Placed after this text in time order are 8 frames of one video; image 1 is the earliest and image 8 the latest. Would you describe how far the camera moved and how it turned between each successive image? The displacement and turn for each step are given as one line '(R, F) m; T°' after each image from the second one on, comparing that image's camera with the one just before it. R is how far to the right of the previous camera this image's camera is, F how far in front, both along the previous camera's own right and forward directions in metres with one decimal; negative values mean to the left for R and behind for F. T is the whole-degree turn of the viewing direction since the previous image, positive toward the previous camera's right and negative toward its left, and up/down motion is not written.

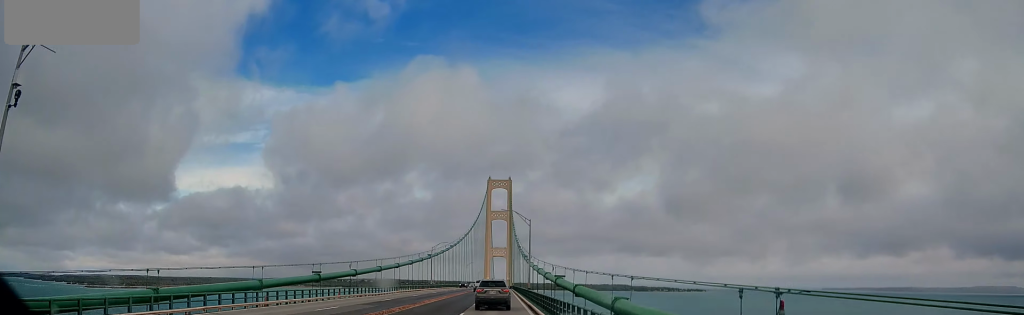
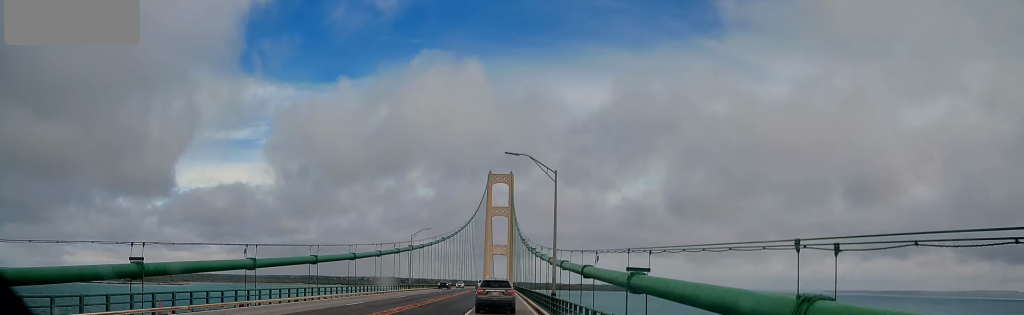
(-0.4, +26.9) m; -1°
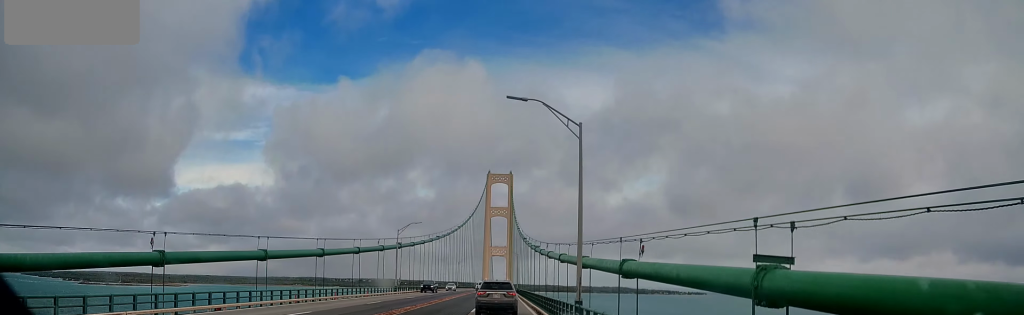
(0.0, +11.3) m; 0°
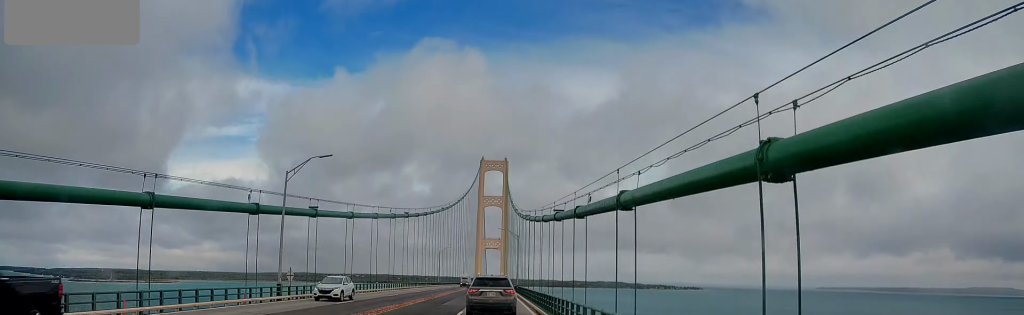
(+0.6, +41.9) m; +1°
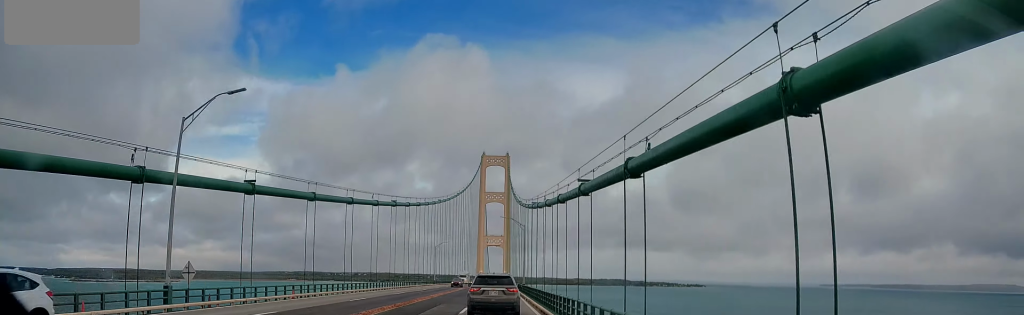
(+0.1, +12.6) m; 0°
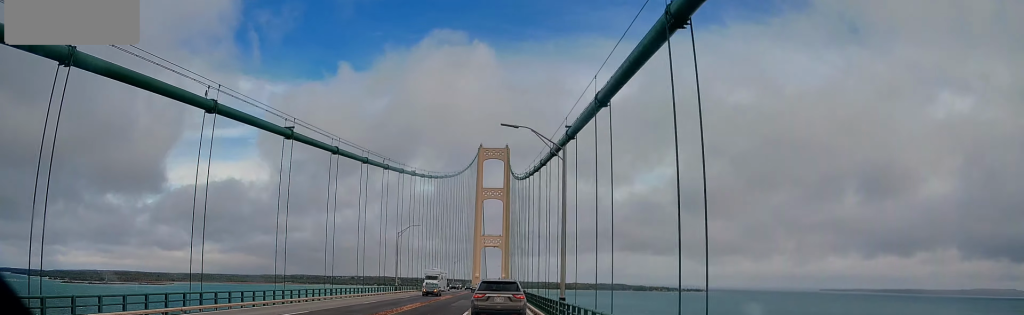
(+0.2, +45.6) m; 0°
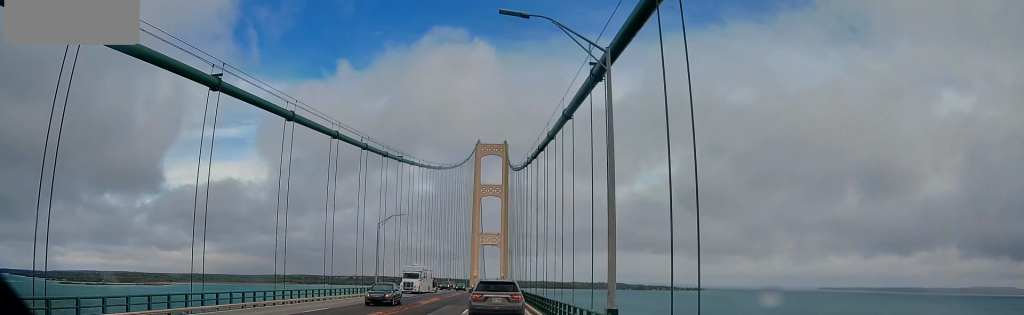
(-0.1, +11.0) m; 0°
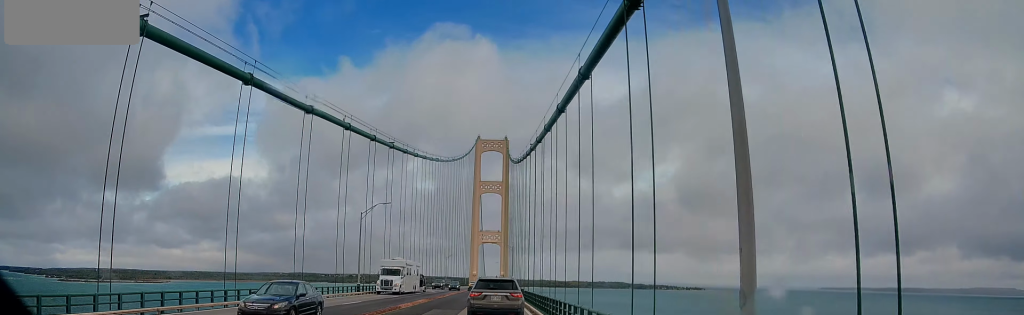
(0.0, +7.6) m; 0°
